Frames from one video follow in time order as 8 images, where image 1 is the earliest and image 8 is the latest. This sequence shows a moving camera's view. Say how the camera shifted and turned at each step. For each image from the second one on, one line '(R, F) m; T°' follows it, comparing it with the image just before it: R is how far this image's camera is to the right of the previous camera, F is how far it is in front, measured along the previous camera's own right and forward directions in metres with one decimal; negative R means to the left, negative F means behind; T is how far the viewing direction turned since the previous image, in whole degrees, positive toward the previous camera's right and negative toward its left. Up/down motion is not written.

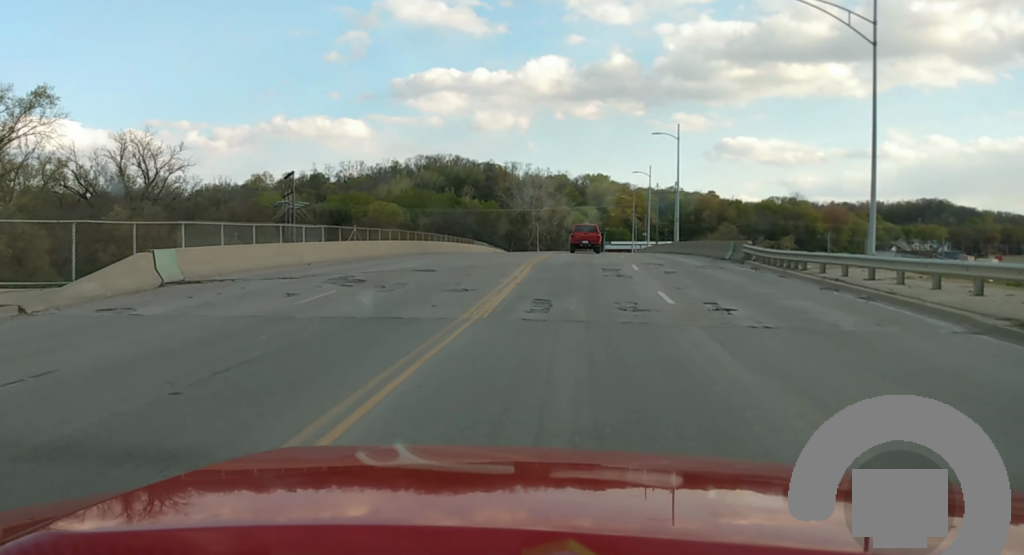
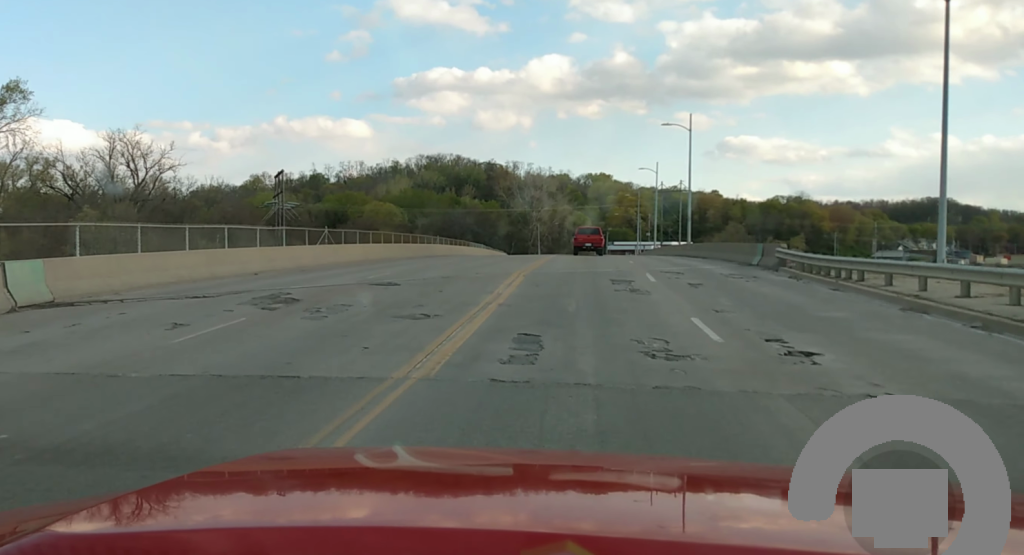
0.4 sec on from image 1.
(+0.1, +6.5) m; +1°
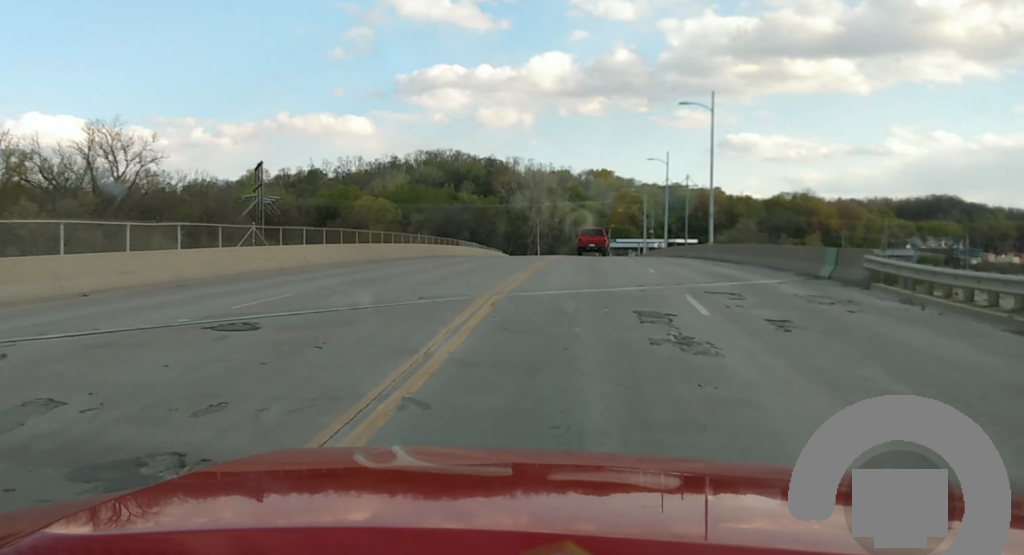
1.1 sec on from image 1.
(+0.2, +10.2) m; 0°
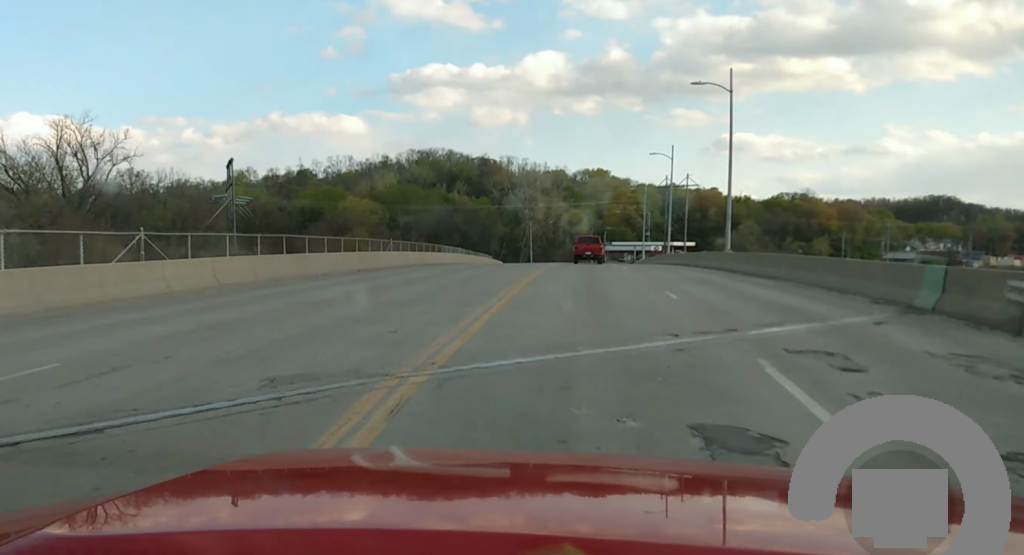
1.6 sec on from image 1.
(0.0, +7.9) m; -1°
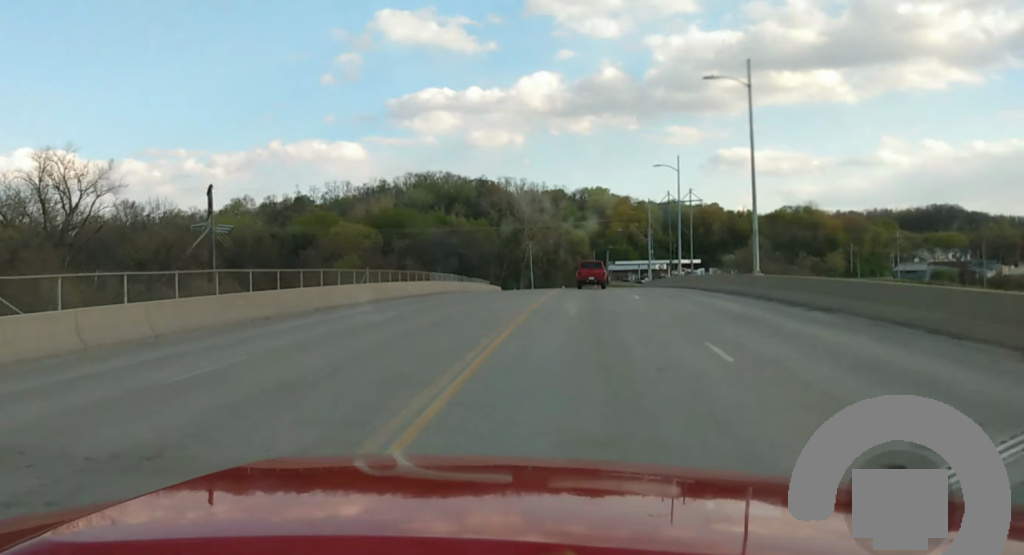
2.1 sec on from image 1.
(-0.1, +6.8) m; -1°
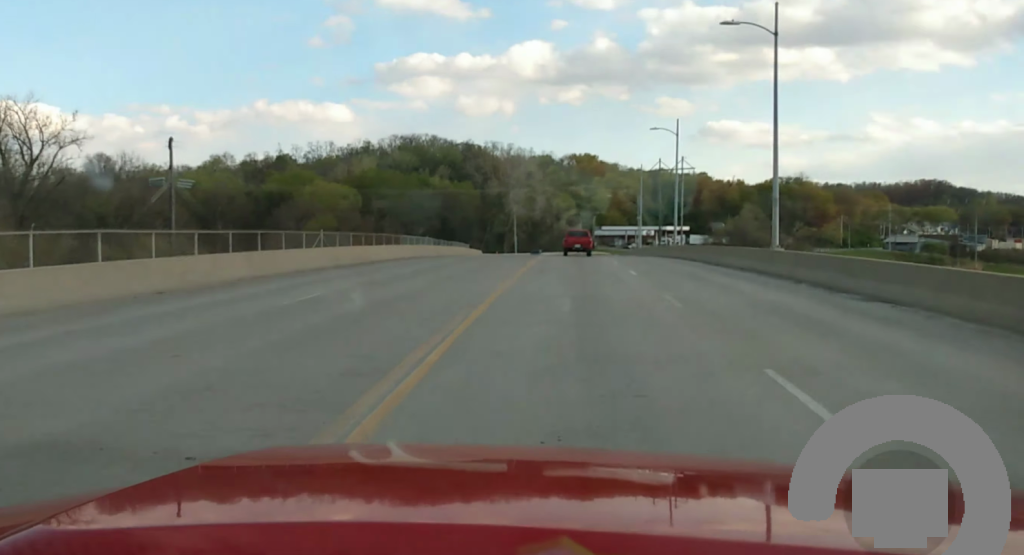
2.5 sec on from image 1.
(0.0, +6.3) m; -1°
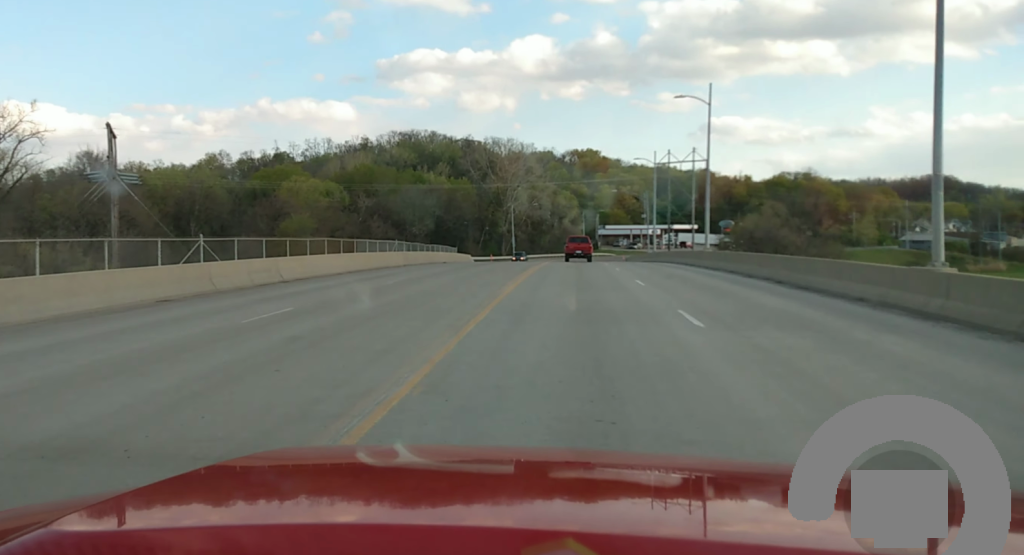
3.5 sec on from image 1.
(-0.3, +15.6) m; -1°
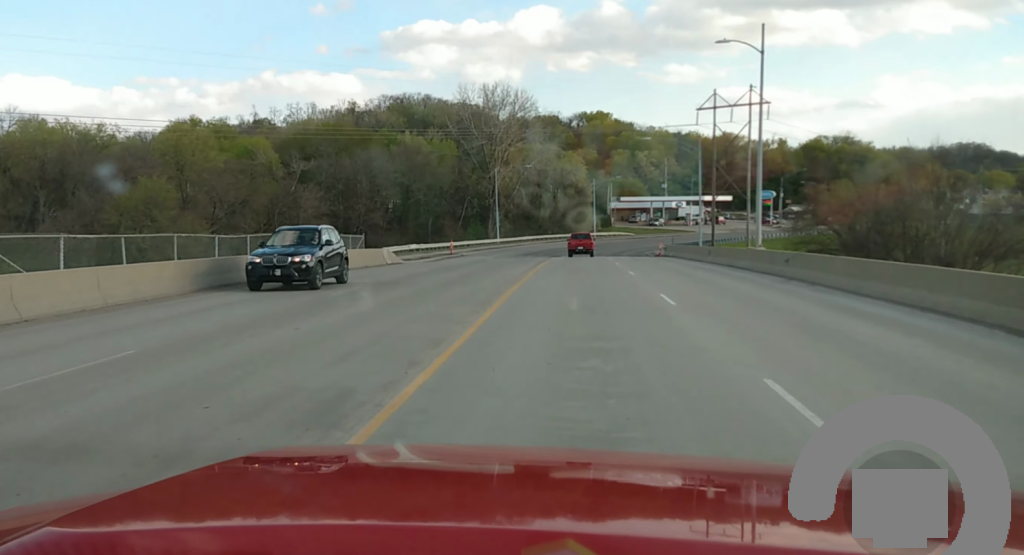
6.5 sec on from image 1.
(+1.1, +44.1) m; +2°
